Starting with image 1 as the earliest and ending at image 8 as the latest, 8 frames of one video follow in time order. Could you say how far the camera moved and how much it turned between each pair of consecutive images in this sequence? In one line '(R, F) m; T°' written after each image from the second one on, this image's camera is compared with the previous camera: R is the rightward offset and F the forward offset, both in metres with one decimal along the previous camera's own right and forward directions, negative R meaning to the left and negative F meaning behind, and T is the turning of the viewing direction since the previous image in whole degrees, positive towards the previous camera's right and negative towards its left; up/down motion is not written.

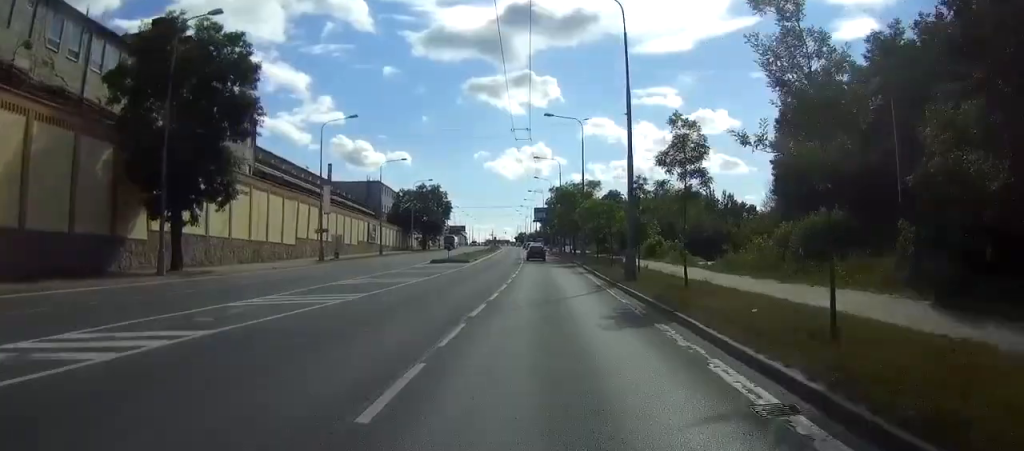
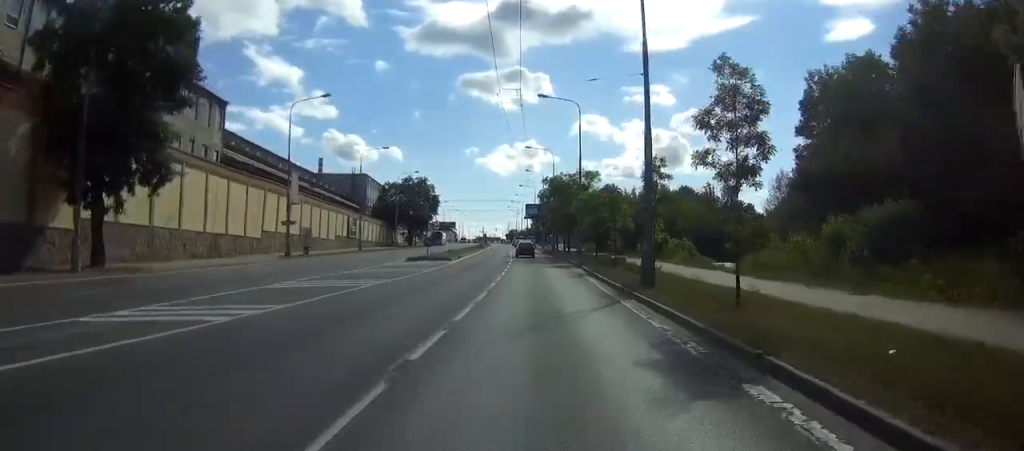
(+0.1, +6.2) m; 0°
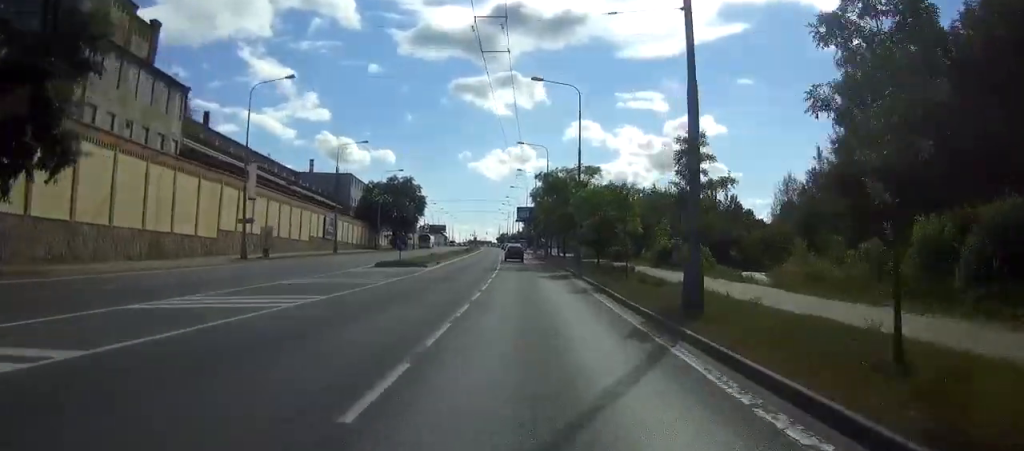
(+0.1, +7.2) m; 0°
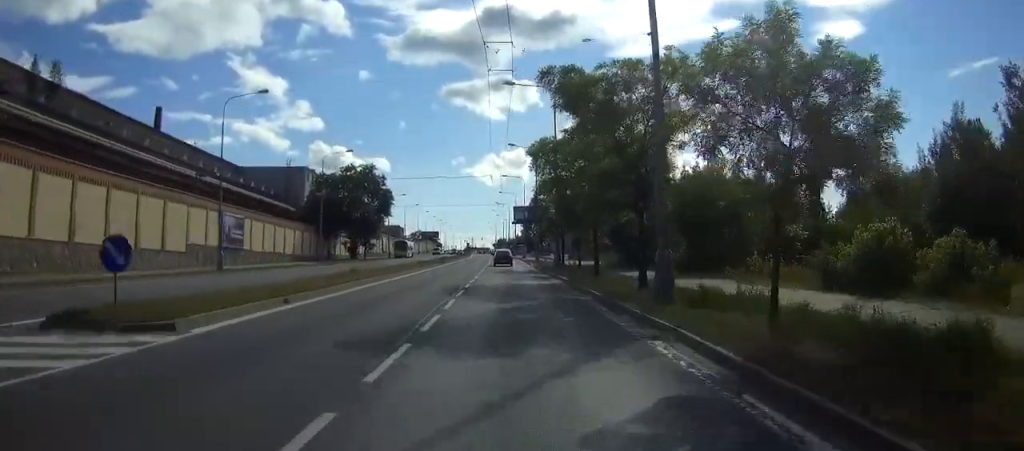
(0.0, +30.2) m; 0°
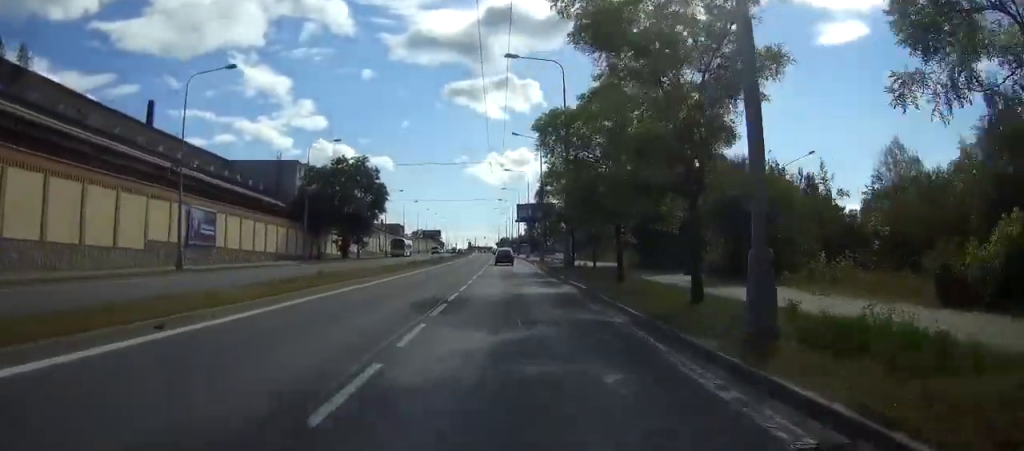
(0.0, +6.7) m; 0°
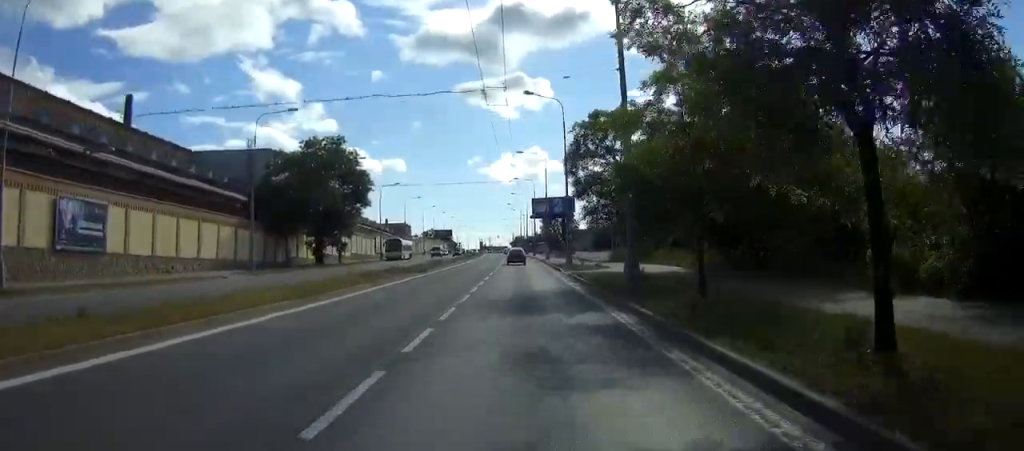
(0.0, +18.3) m; 0°
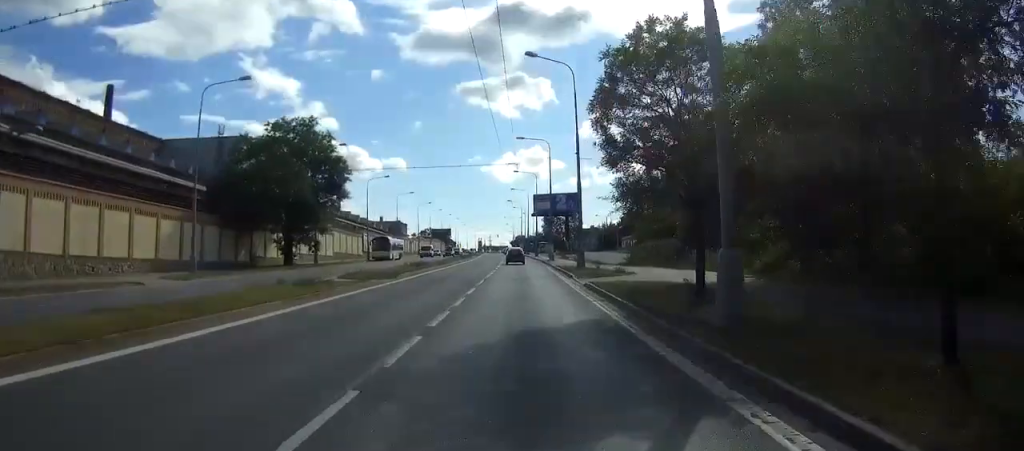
(0.0, +10.1) m; 0°
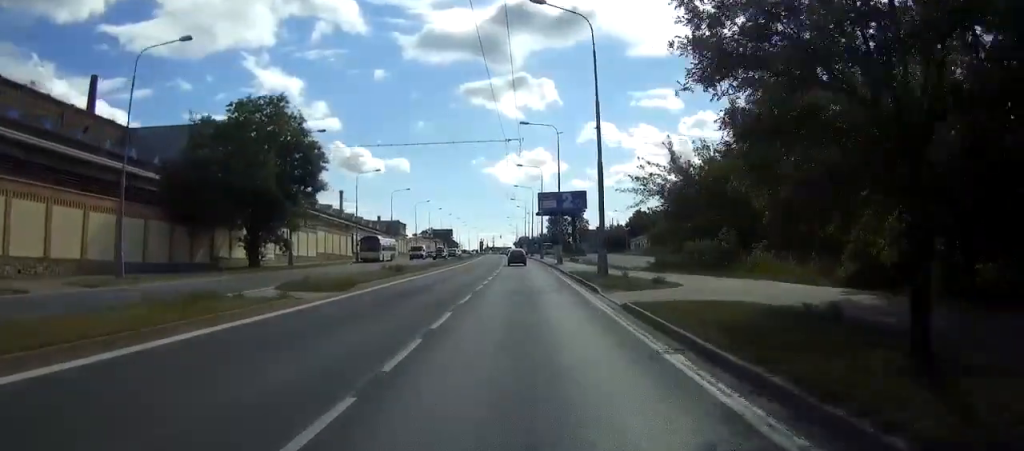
(-0.1, +9.1) m; 0°
